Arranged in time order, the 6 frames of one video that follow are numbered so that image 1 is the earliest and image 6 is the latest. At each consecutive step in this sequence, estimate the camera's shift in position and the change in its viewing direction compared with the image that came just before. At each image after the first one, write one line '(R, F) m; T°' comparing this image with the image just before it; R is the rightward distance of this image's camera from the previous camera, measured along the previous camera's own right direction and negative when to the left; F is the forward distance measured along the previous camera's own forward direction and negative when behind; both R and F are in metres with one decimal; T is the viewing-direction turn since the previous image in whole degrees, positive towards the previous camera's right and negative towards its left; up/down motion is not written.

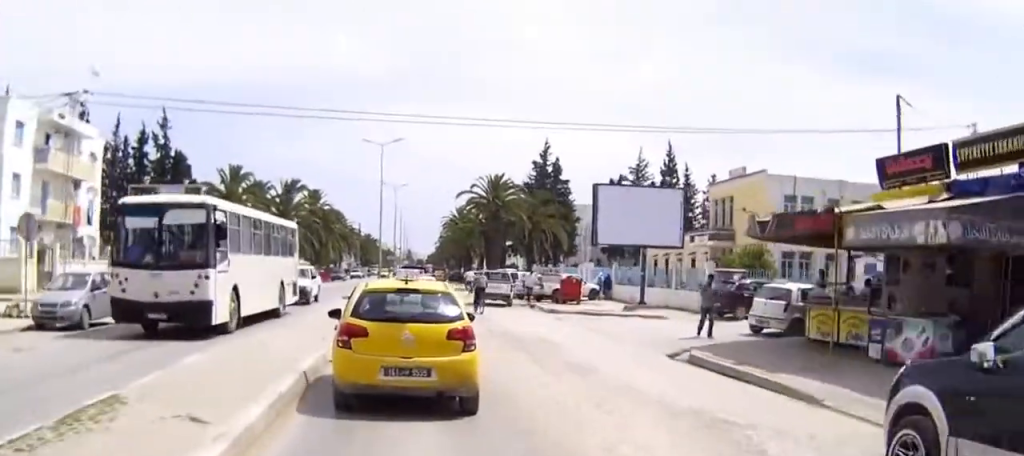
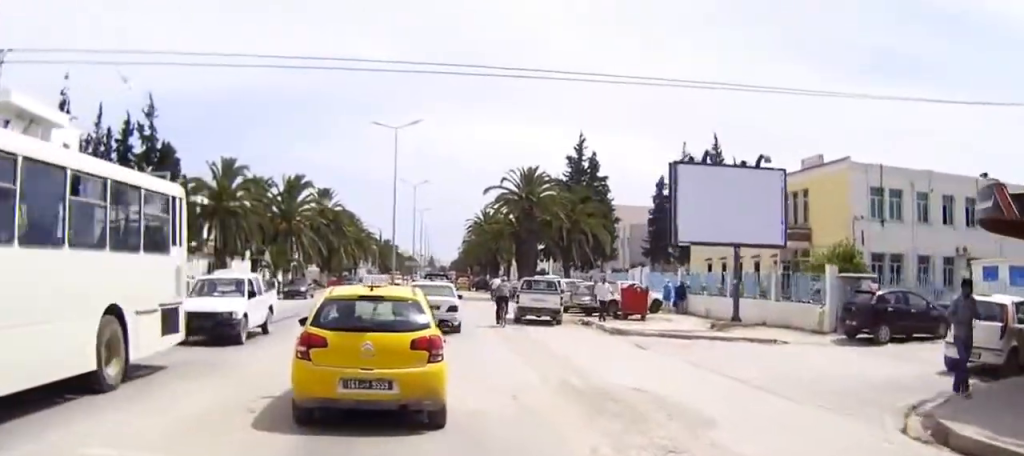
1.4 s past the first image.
(-0.5, +9.3) m; -3°
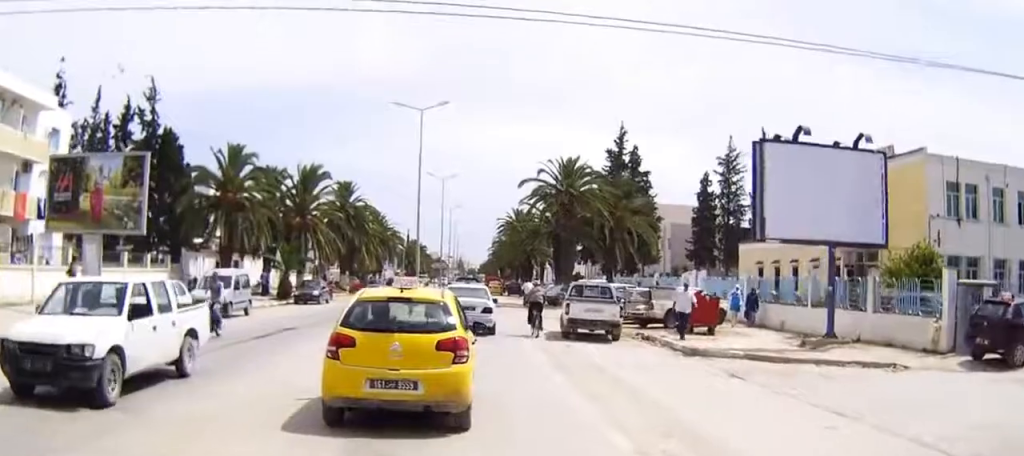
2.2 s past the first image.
(0.0, +6.0) m; 0°
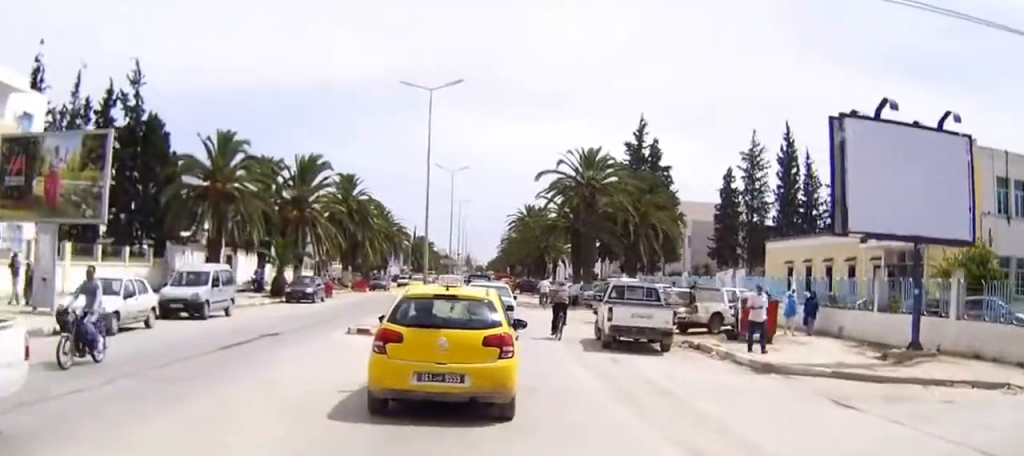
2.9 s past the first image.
(0.0, +4.7) m; 0°
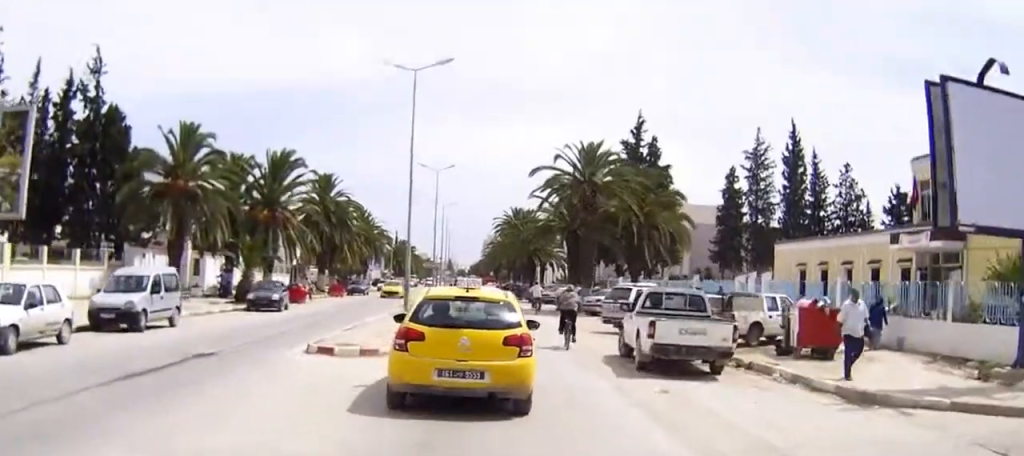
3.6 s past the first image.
(0.0, +5.3) m; +2°
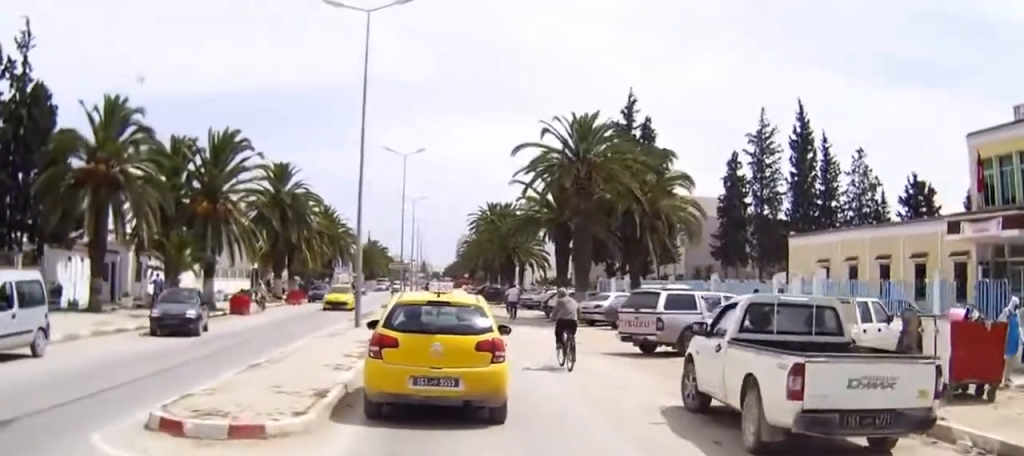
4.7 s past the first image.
(+0.3, +8.1) m; +2°
